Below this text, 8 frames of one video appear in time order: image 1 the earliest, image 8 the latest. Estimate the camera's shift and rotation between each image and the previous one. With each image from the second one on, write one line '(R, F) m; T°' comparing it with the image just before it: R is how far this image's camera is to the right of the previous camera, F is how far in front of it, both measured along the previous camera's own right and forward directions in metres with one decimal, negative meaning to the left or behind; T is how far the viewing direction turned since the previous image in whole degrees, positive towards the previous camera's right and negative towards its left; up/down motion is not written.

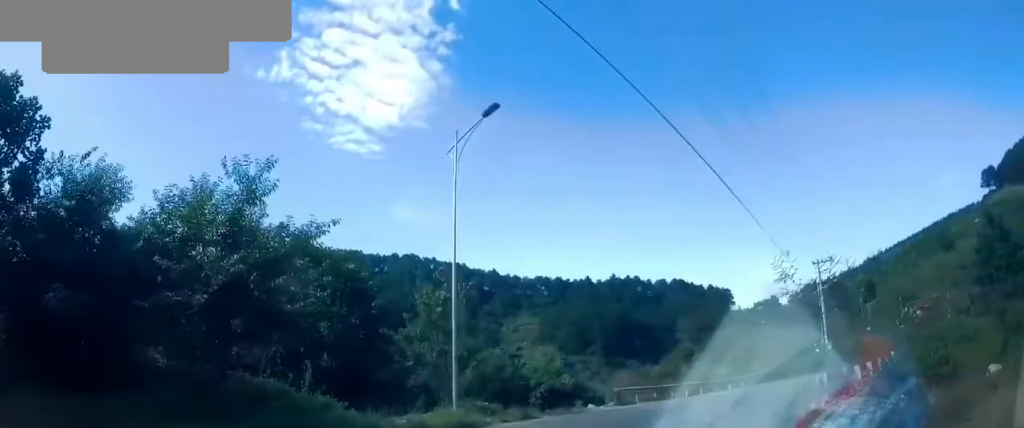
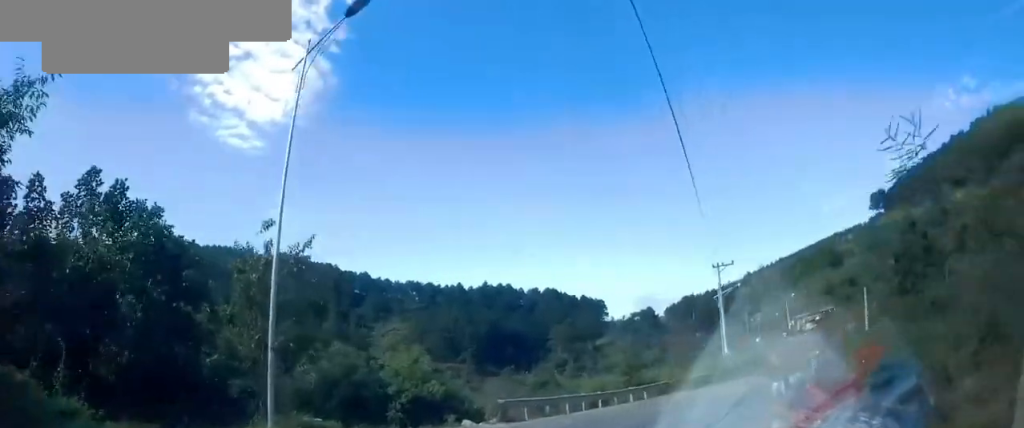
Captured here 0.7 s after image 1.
(-0.1, +4.9) m; +13°
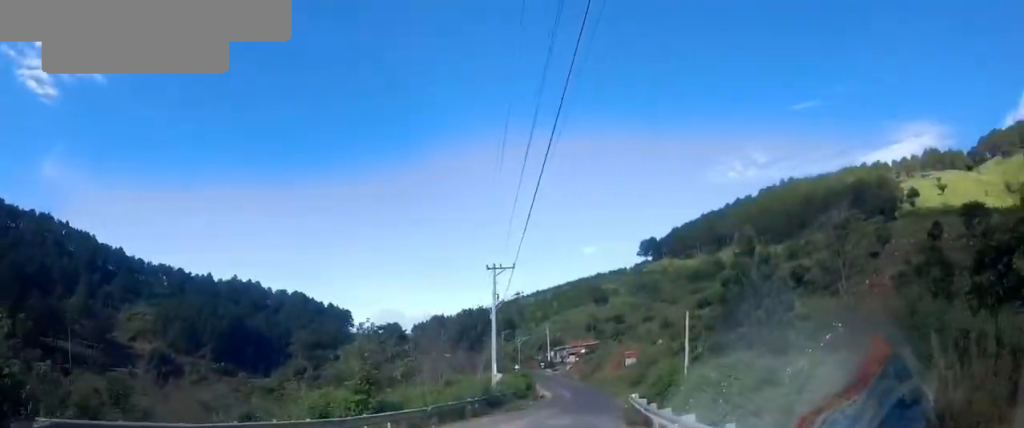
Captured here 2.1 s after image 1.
(+3.5, +9.5) m; +33°
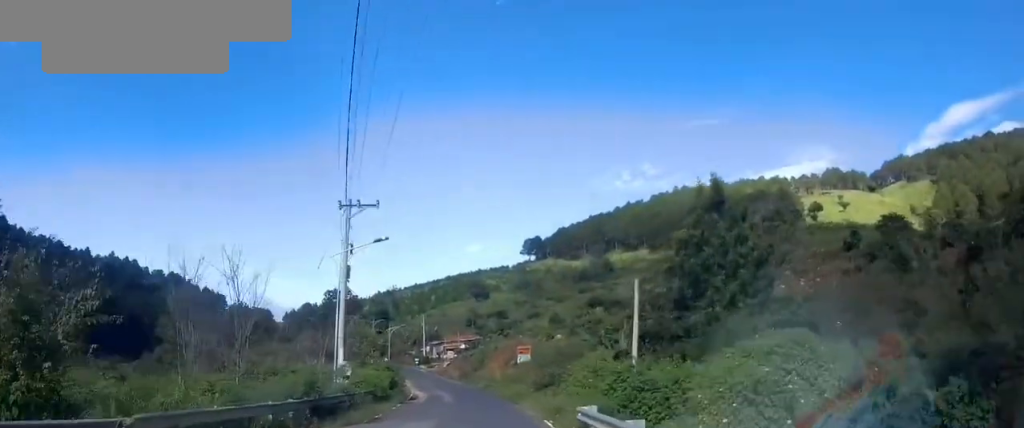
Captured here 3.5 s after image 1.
(+2.3, +11.7) m; +14°
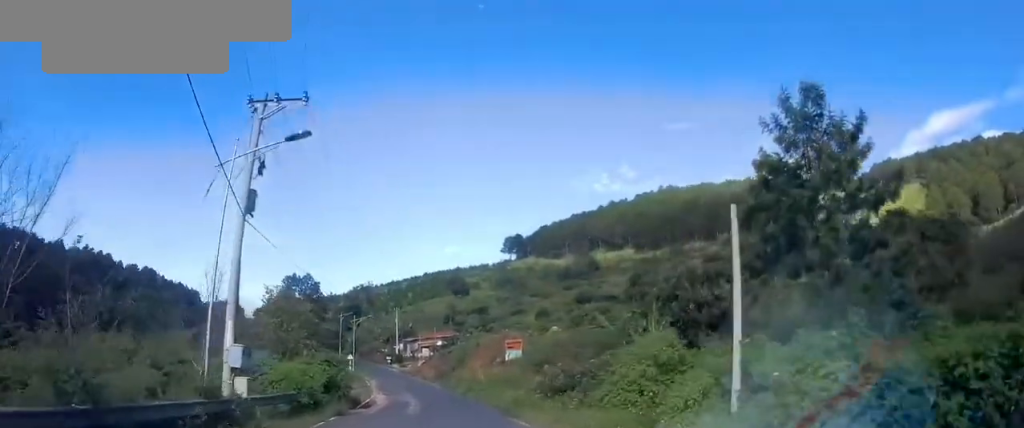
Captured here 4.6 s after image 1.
(0.0, +9.9) m; 0°
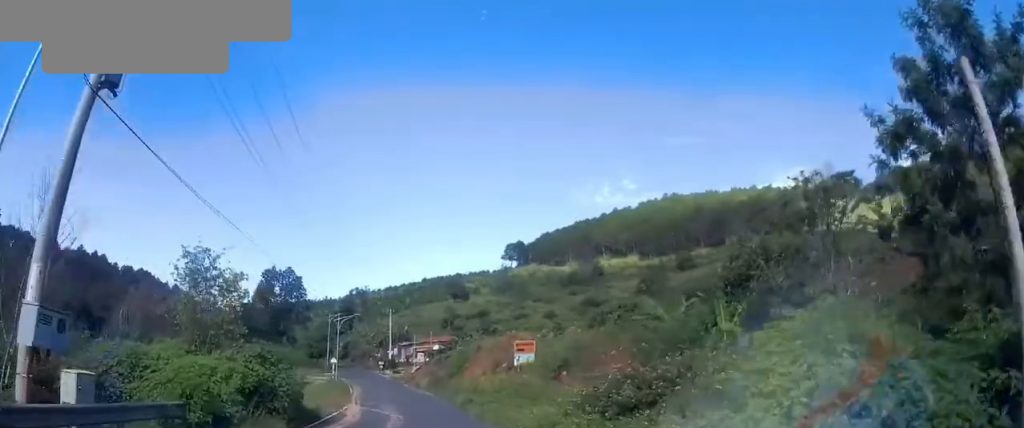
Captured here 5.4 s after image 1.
(0.0, +7.6) m; +2°
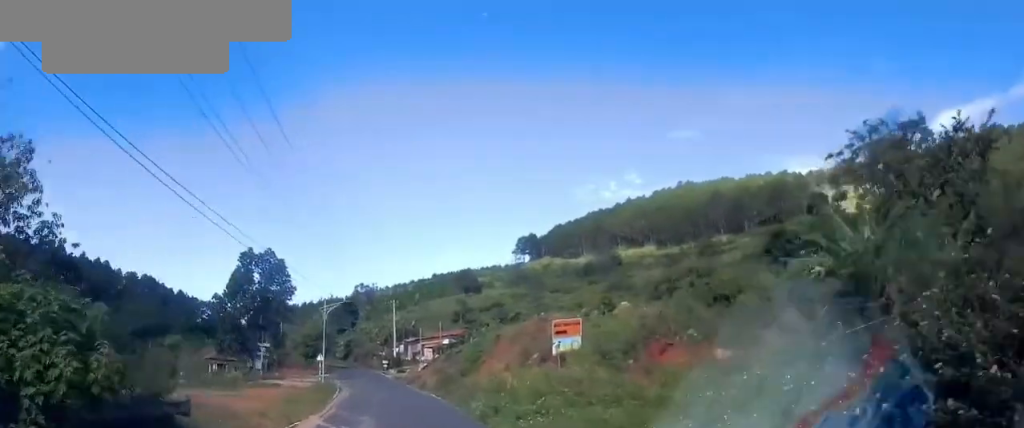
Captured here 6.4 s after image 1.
(+0.4, +10.0) m; -2°
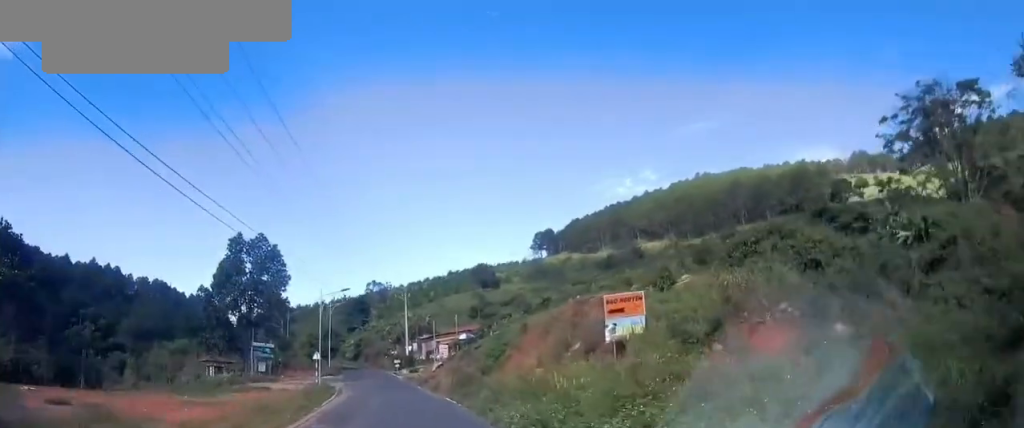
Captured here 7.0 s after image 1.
(-0.2, +6.2) m; -2°
